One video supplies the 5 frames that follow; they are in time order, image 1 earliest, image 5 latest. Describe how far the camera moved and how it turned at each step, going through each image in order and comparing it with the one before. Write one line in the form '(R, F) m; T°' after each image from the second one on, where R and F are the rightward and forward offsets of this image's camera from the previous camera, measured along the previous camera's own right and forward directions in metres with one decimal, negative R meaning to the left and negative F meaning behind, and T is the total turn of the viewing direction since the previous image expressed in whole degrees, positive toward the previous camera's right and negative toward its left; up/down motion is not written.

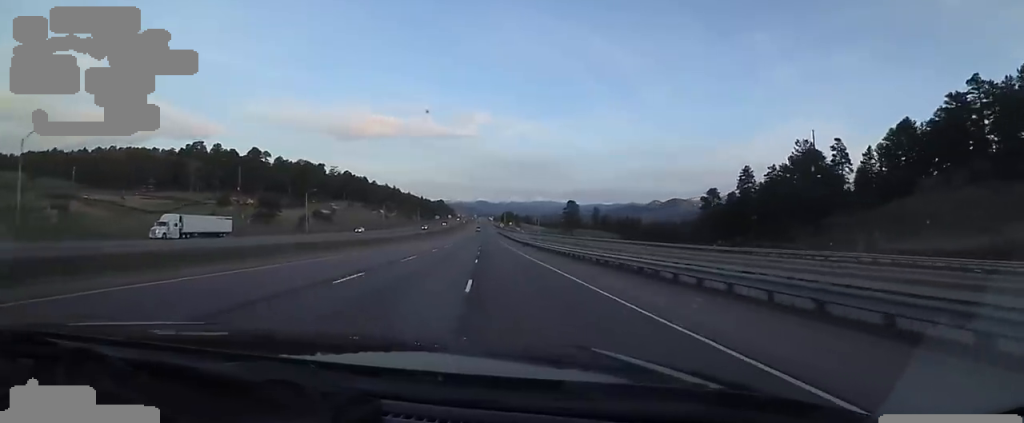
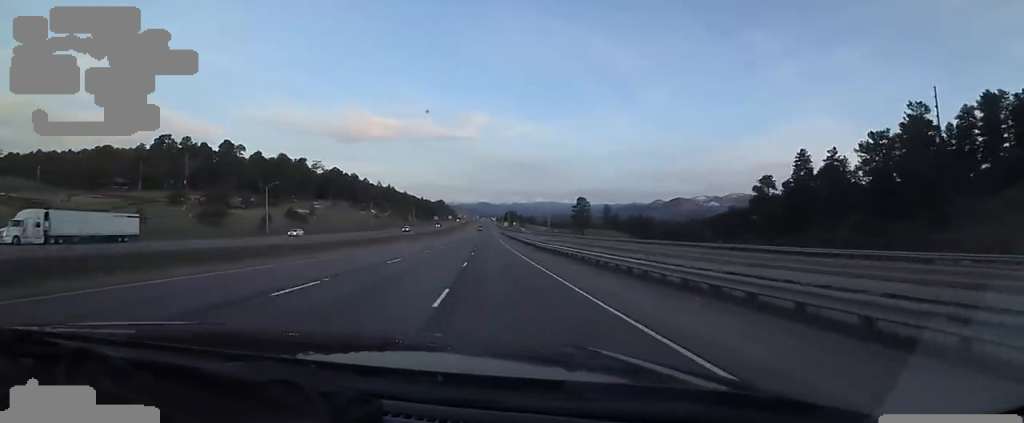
(-0.3, +25.1) m; 0°
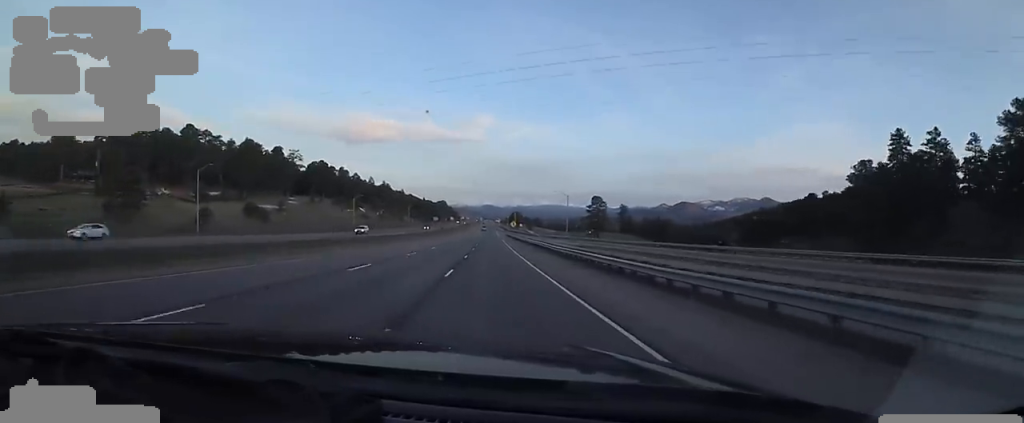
(+0.5, +28.6) m; -1°
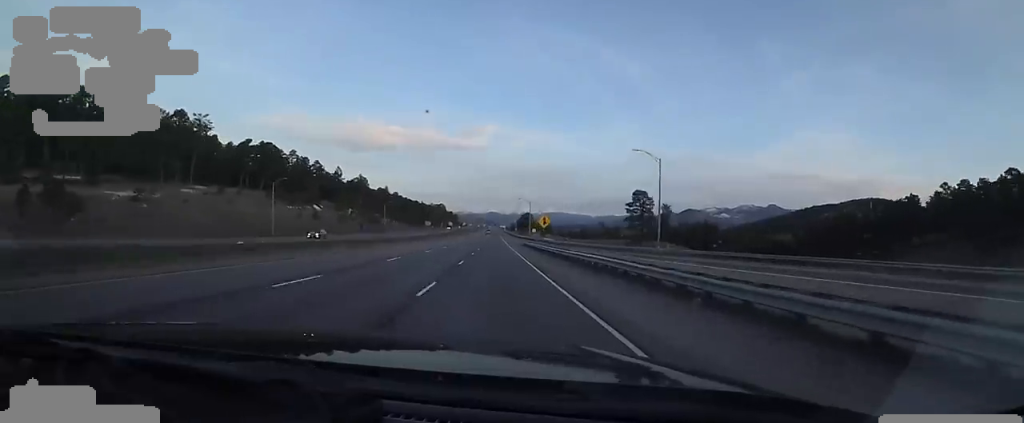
(+0.2, +63.6) m; 0°
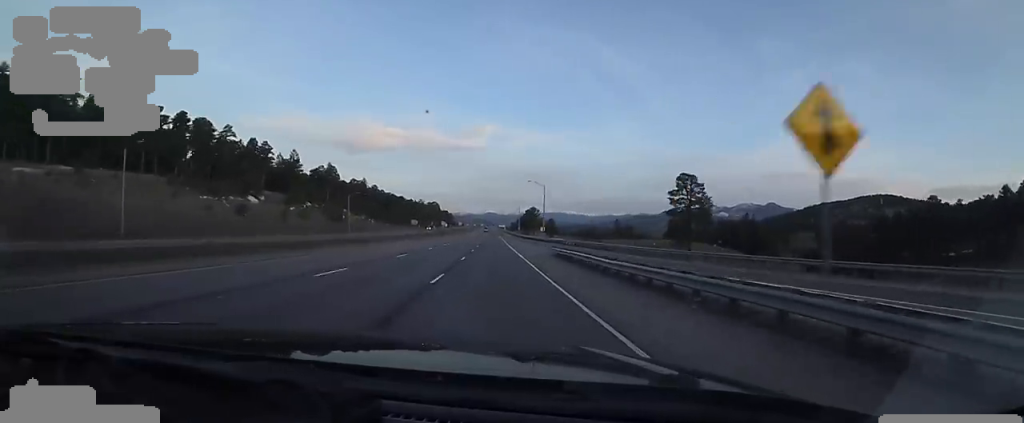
(-2.0, +45.6) m; -1°
